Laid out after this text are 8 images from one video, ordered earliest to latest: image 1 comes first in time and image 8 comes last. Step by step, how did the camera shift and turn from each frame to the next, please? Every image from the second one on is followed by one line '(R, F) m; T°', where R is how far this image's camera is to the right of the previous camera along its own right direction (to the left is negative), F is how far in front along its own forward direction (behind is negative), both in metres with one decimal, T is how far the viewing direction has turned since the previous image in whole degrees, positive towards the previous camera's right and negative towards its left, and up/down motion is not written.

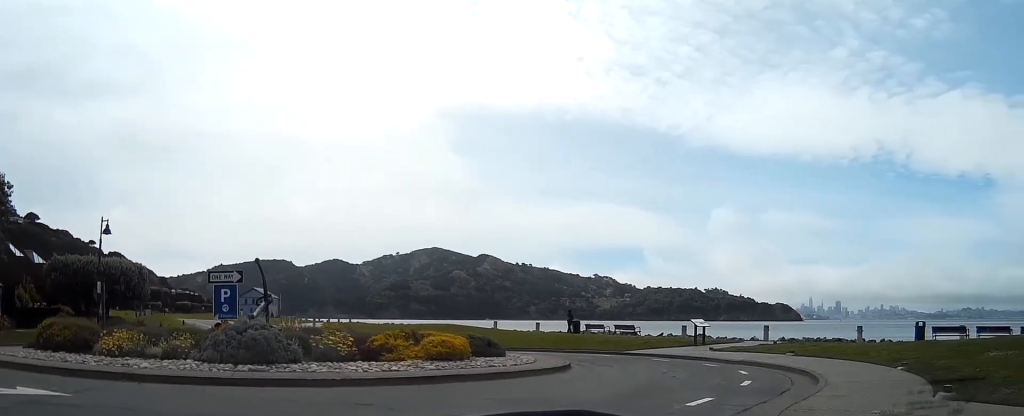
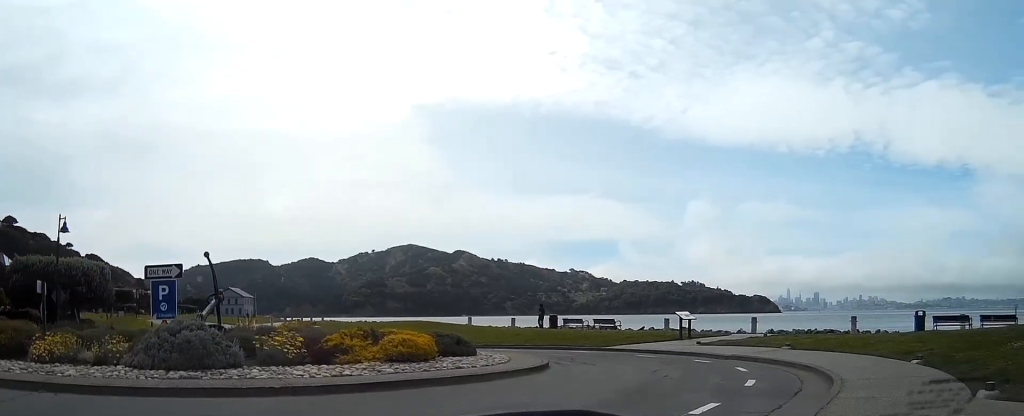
(0.0, +2.0) m; +3°
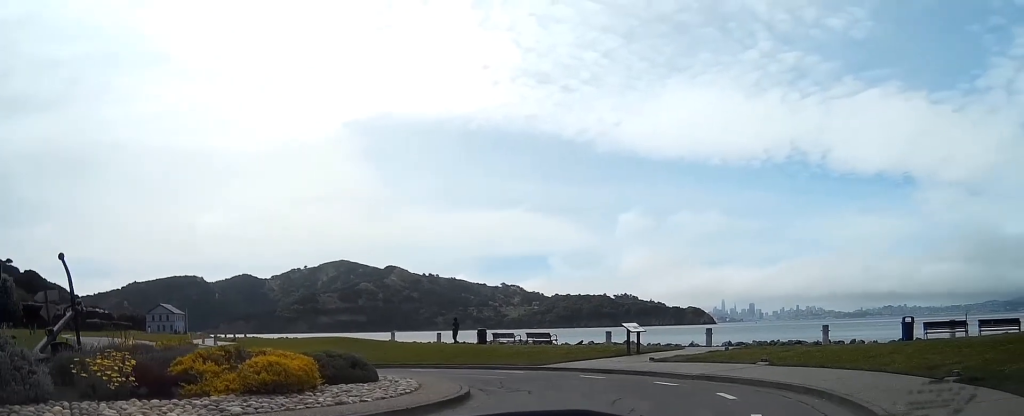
(+0.3, +4.2) m; +5°
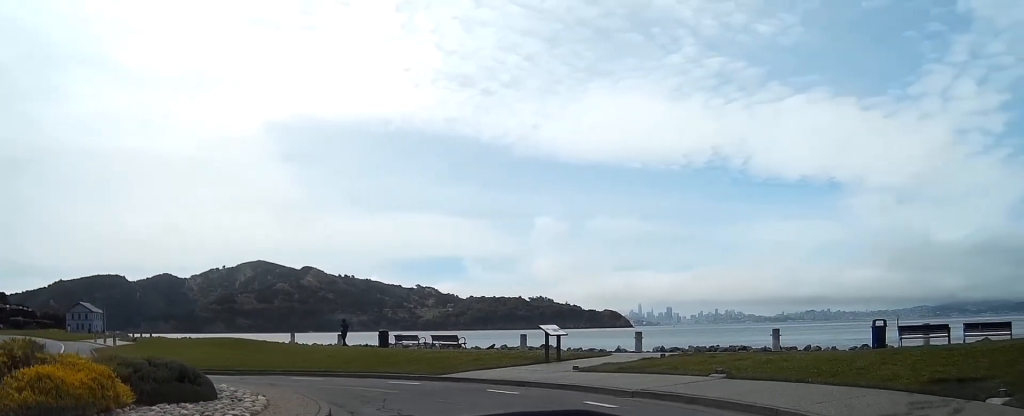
(+0.1, +4.0) m; +3°
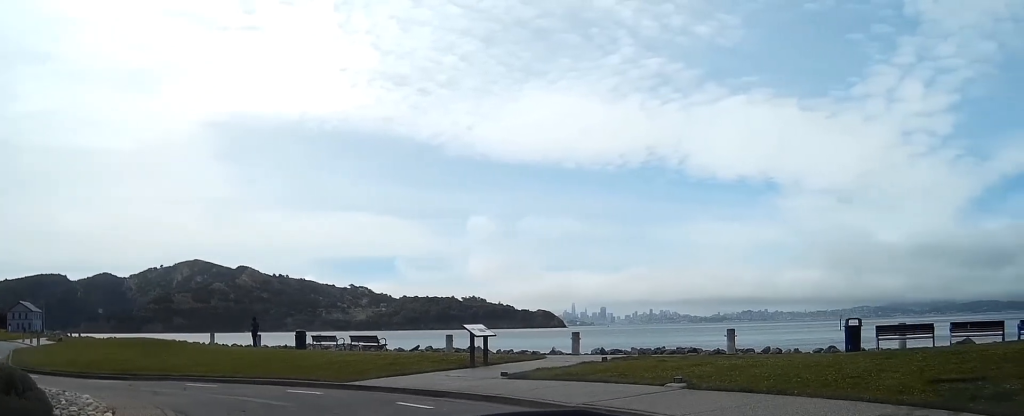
(+0.1, +2.8) m; +3°
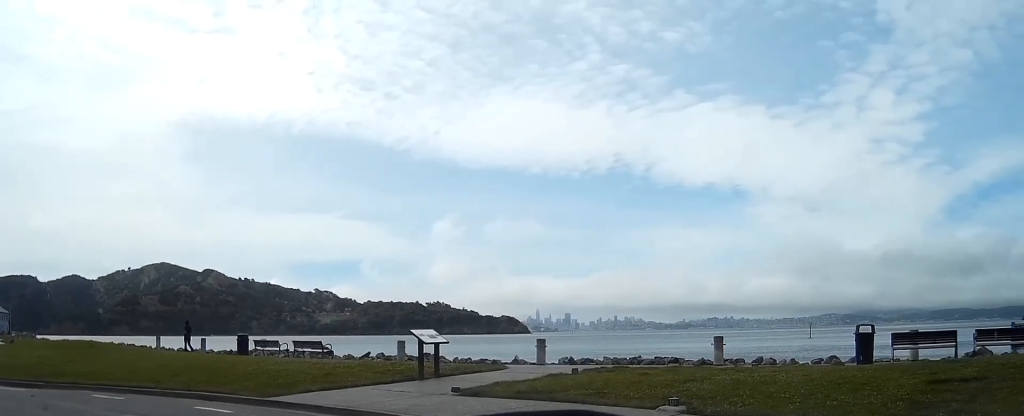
(+0.1, +3.1) m; +1°
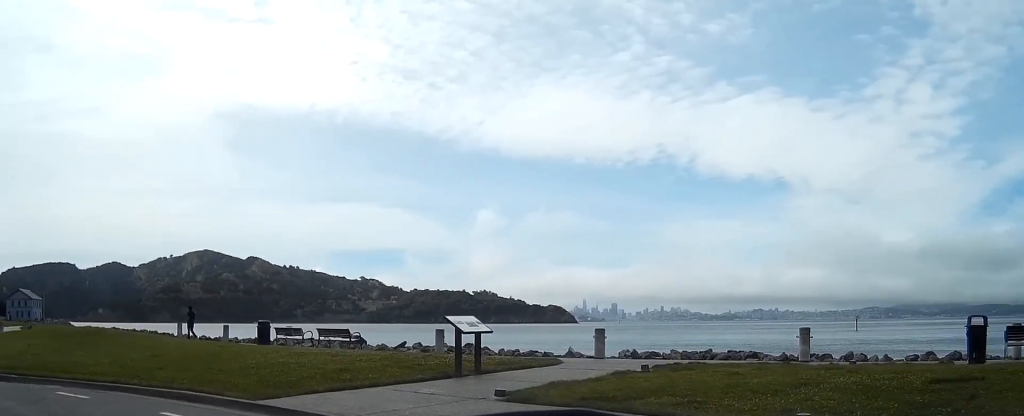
(-0.1, +3.4) m; -7°
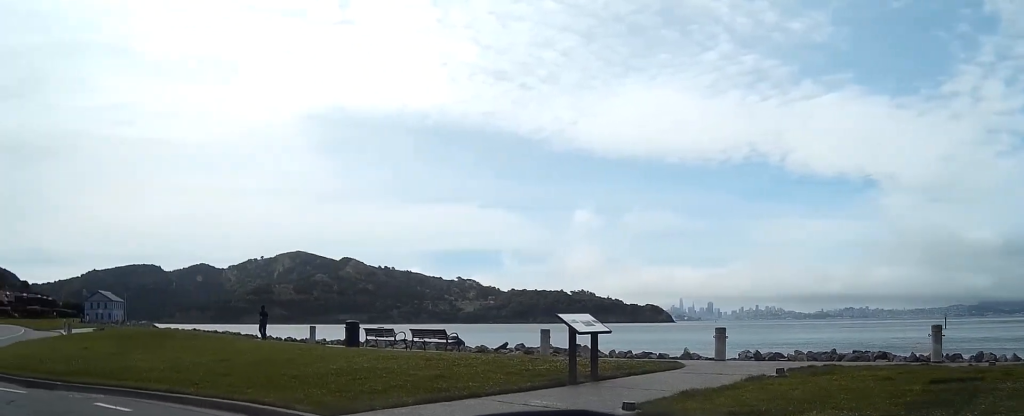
(-0.1, +1.9) m; -9°
